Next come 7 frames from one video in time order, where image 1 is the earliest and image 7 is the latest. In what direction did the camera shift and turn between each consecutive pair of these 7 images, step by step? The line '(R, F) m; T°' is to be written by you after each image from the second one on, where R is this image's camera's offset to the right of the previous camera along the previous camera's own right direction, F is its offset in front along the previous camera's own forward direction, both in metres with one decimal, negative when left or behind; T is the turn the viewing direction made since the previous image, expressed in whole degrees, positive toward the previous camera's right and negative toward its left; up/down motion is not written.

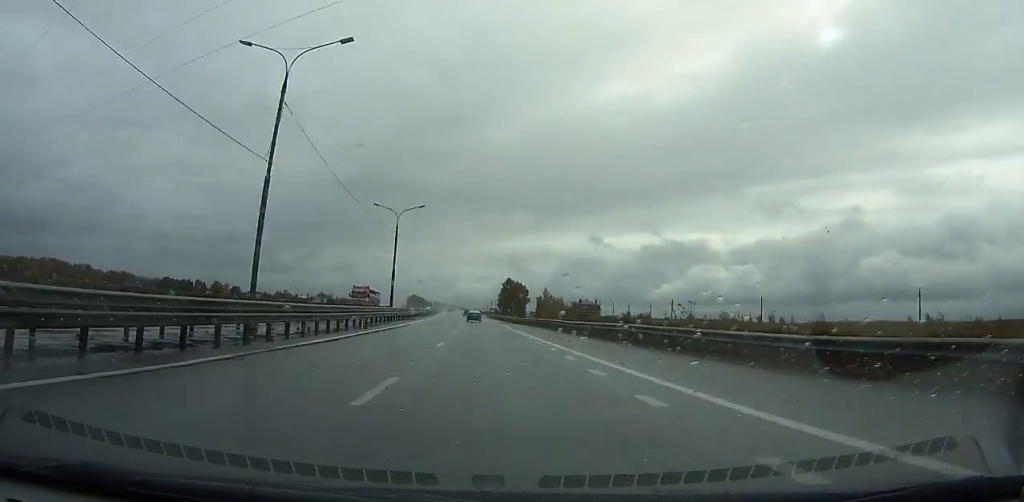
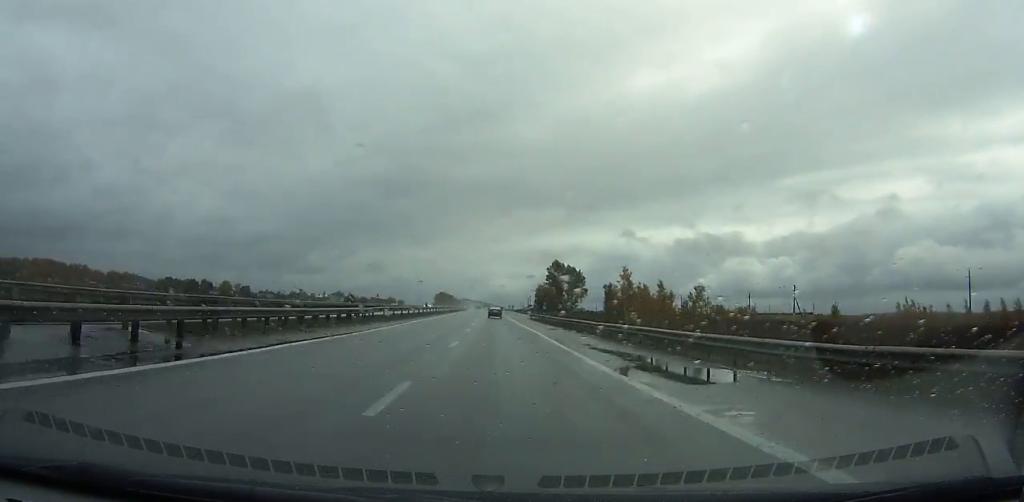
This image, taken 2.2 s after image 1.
(-1.9, +58.7) m; -1°
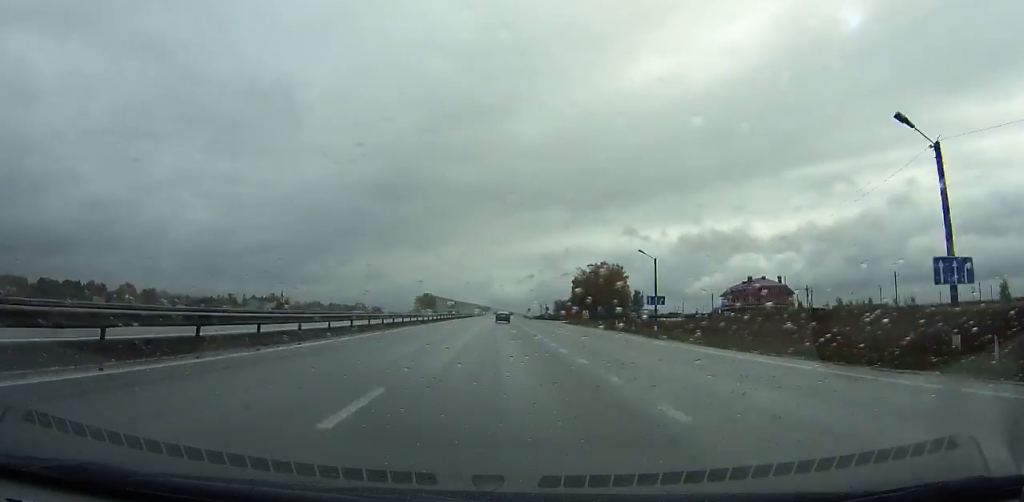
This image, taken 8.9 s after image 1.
(-6.6, +176.4) m; -4°
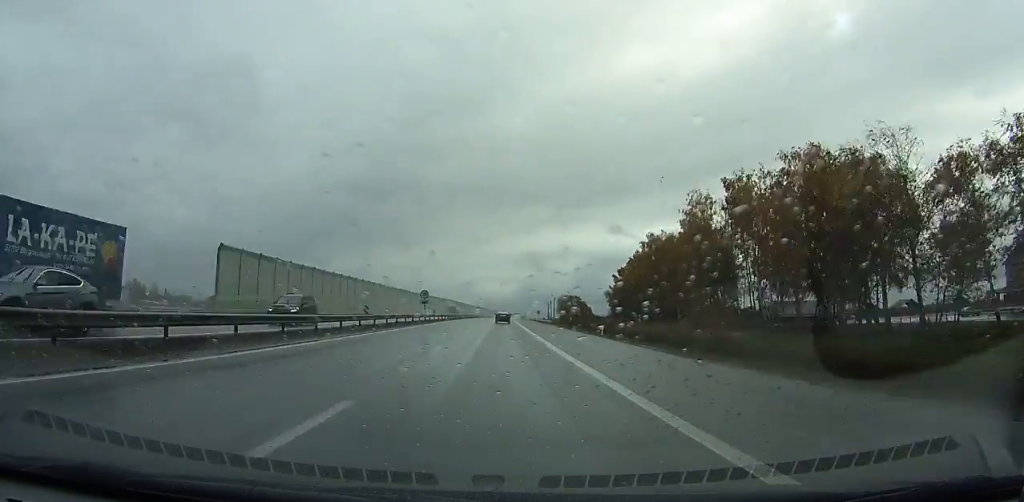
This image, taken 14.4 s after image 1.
(+4.3, +139.5) m; +3°
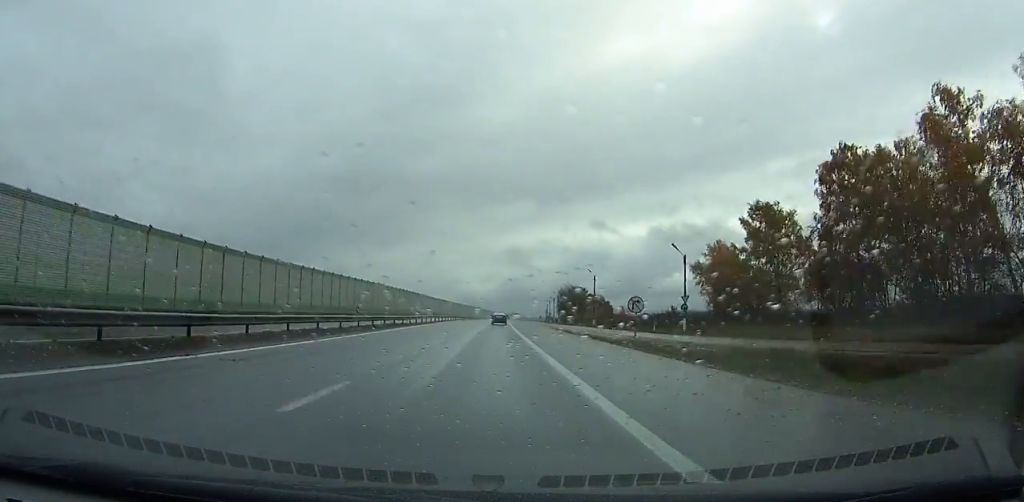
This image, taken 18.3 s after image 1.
(+1.1, +100.2) m; +1°
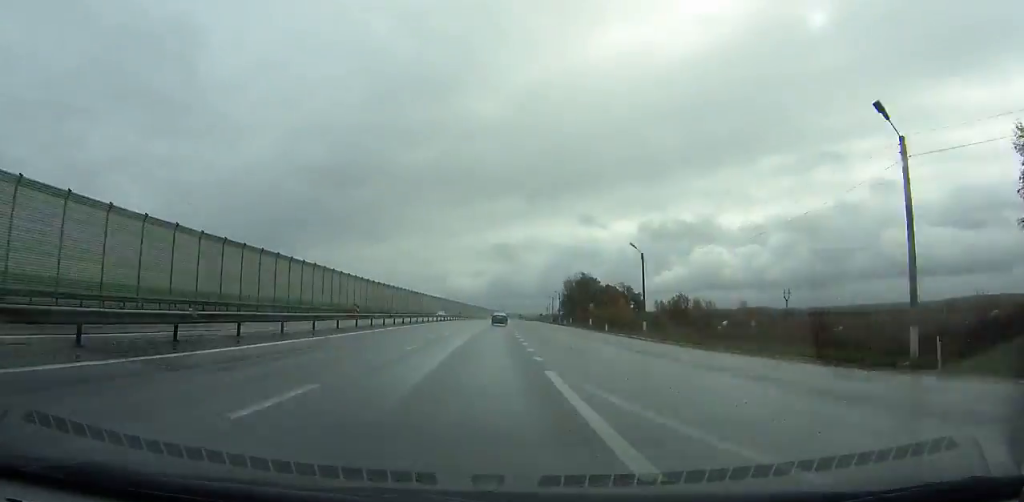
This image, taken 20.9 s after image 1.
(+0.4, +72.5) m; +1°
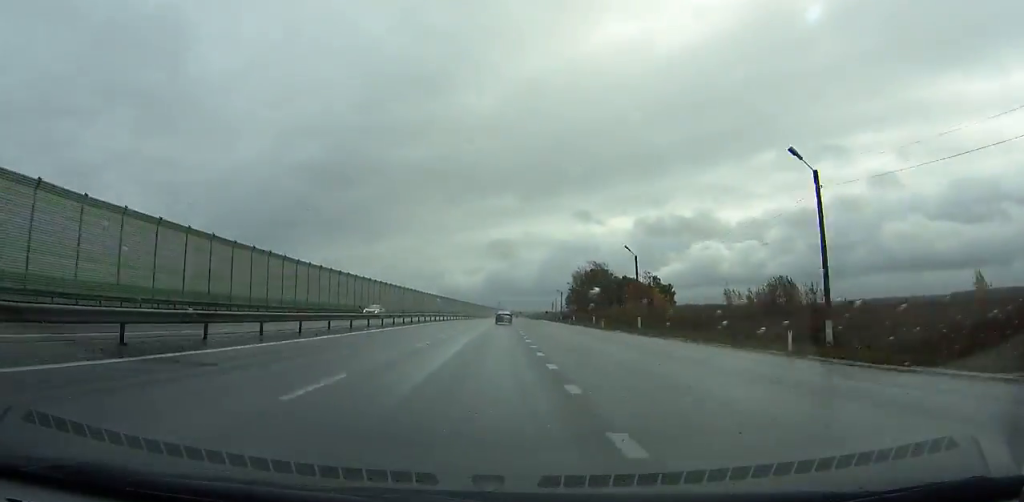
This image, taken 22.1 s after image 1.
(+0.2, +33.8) m; +1°
